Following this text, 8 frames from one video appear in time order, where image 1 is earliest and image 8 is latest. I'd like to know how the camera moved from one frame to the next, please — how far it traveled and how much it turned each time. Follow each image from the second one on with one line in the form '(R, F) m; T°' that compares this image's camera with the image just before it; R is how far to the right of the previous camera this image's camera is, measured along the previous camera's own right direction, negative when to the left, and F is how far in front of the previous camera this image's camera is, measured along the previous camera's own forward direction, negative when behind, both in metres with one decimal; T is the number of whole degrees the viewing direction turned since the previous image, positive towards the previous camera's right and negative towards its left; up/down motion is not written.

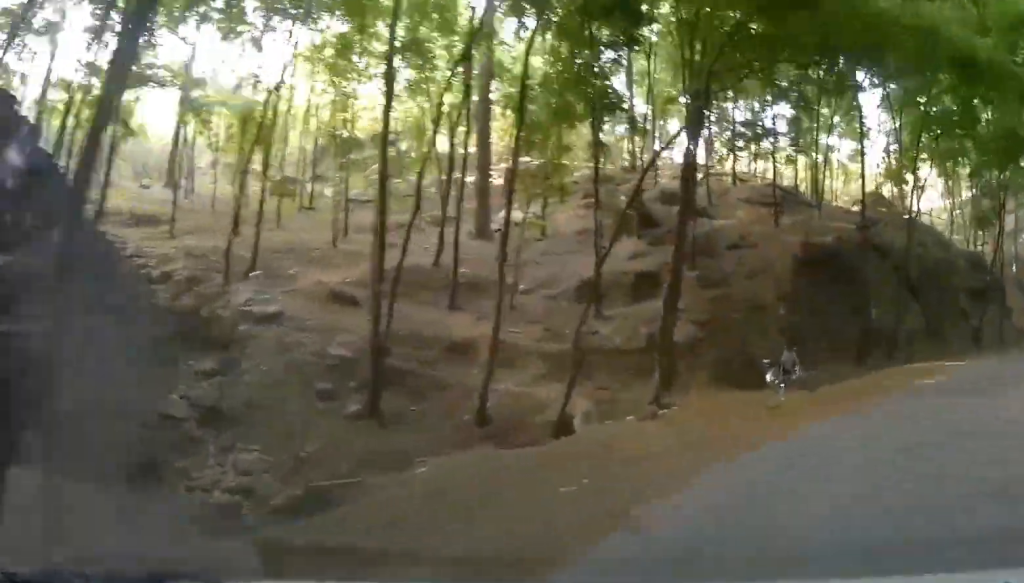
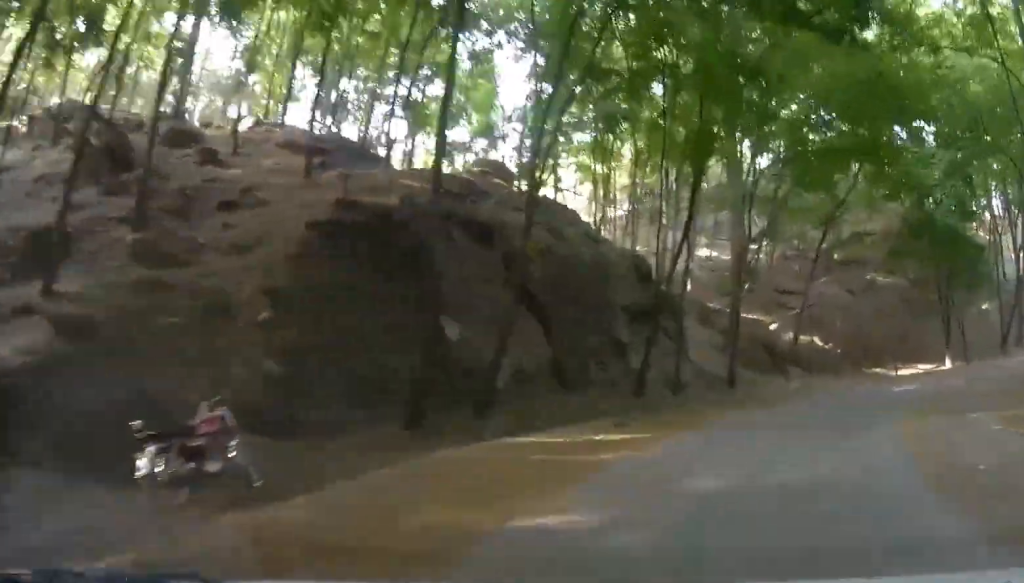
(+1.8, +9.4) m; +23°
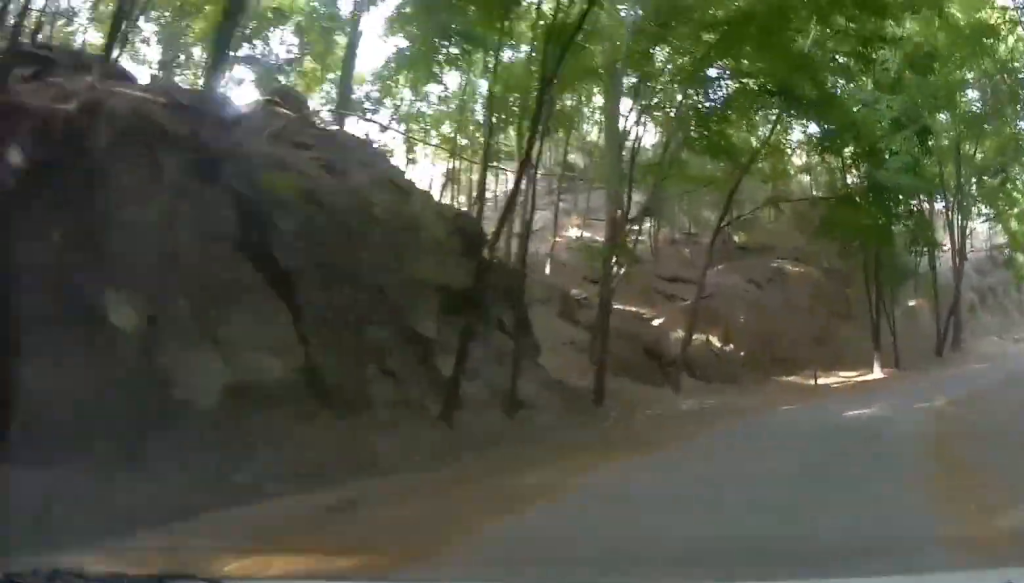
(+0.4, +5.4) m; +13°
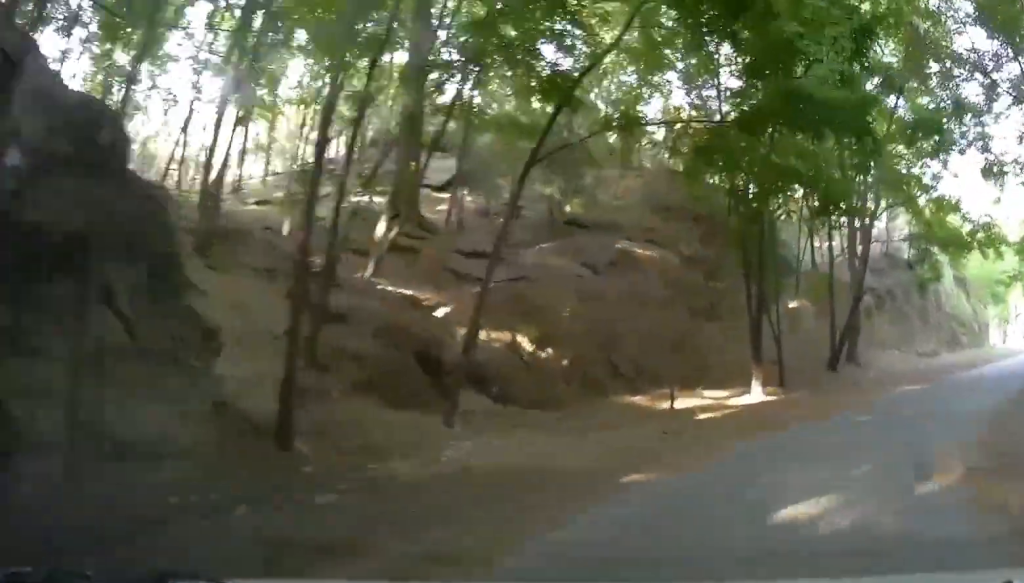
(+0.9, +6.4) m; +11°
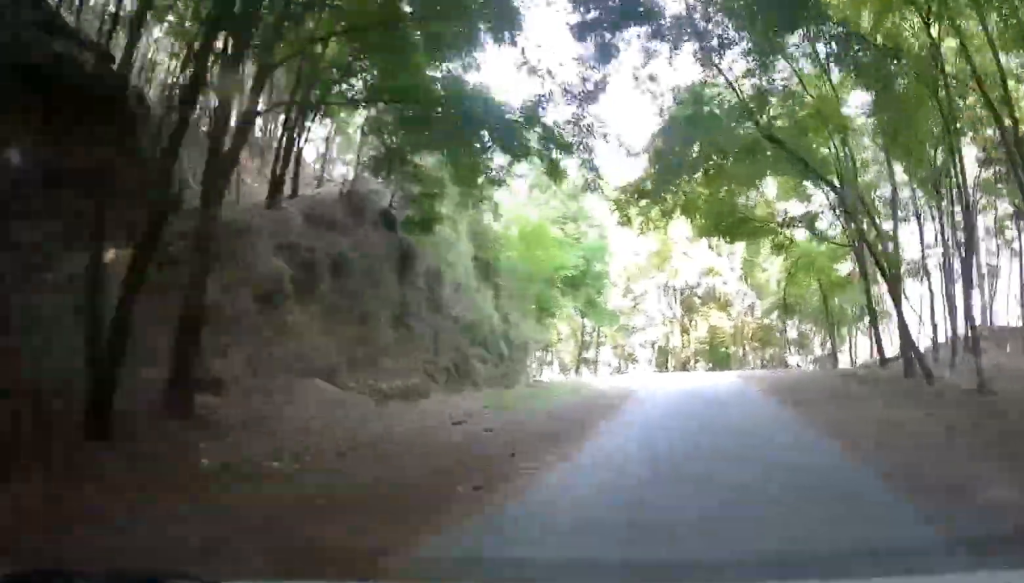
(+2.9, +13.6) m; +25°
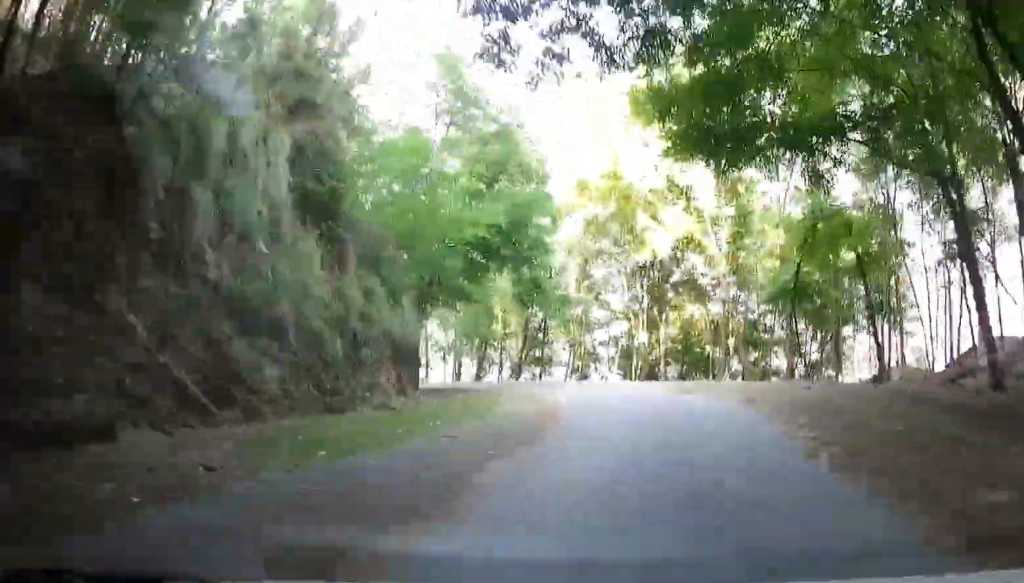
(+0.8, +8.0) m; +10°
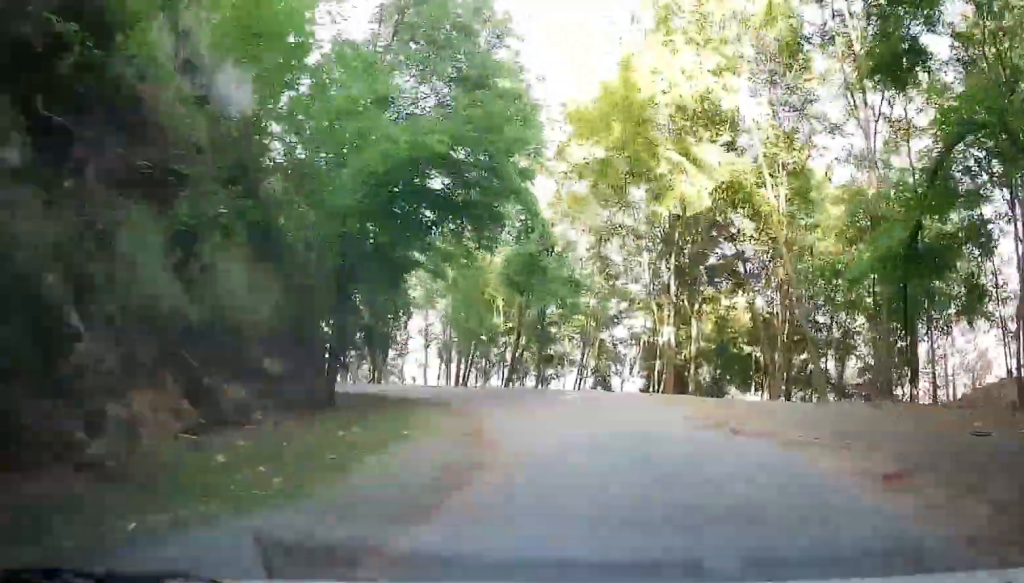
(+0.9, +7.2) m; +3°
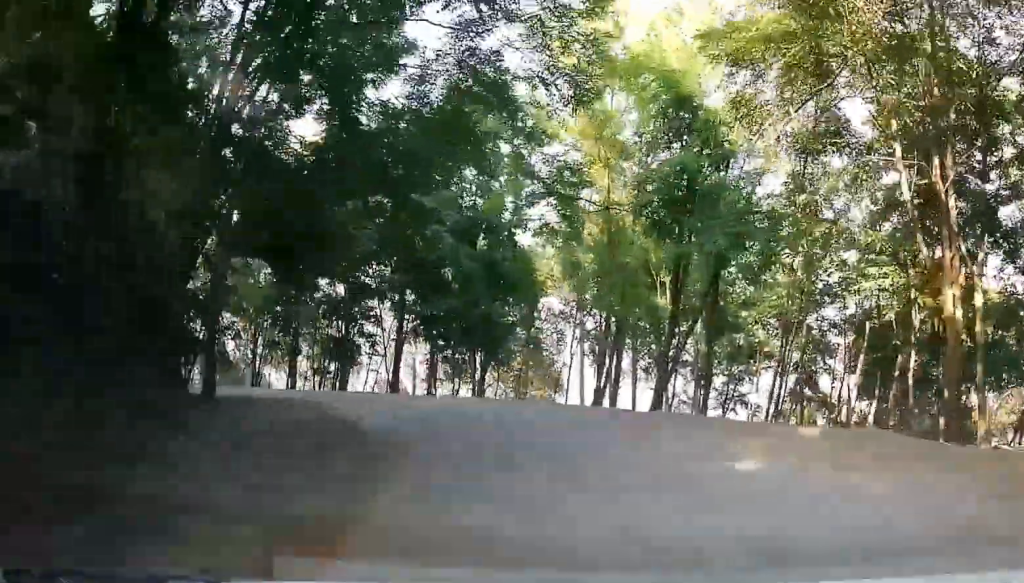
(+0.2, +11.8) m; -7°
